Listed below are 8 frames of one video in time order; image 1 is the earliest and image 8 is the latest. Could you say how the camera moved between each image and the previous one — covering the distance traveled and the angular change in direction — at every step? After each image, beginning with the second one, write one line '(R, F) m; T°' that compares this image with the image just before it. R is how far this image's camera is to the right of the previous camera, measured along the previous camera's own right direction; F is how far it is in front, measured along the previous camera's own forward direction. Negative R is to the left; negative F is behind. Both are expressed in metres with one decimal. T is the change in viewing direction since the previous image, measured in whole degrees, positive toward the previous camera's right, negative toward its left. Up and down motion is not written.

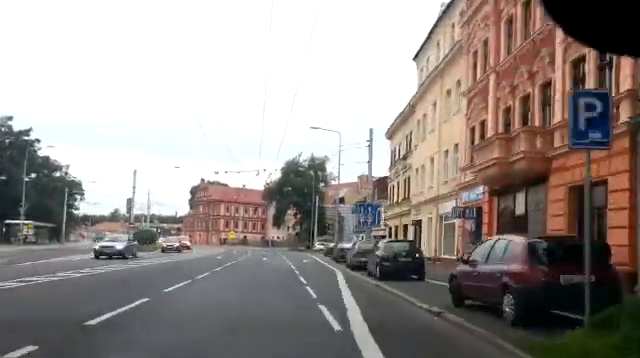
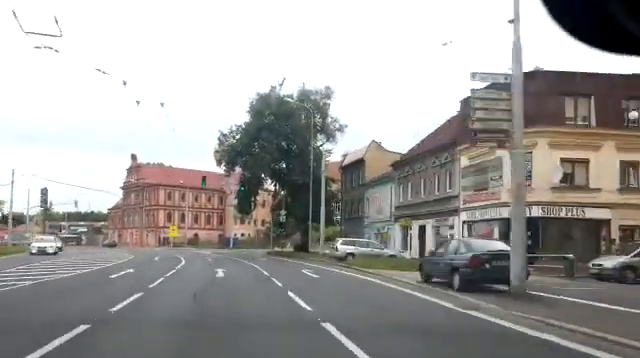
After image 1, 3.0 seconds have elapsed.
(+0.6, +38.5) m; 0°
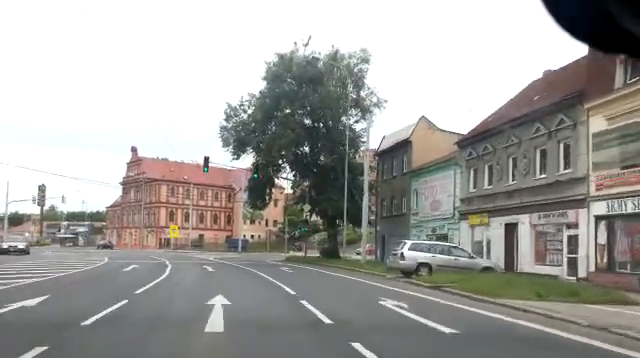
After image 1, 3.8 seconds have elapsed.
(-0.4, +10.7) m; -2°
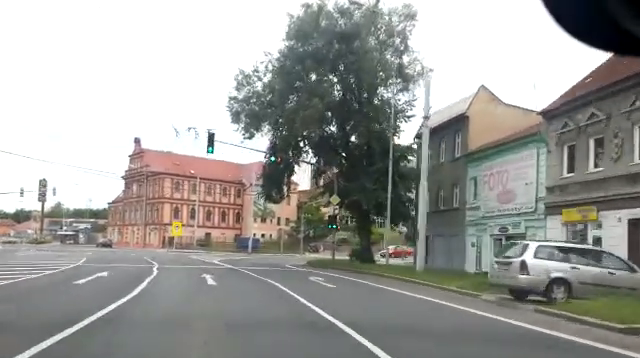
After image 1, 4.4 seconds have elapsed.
(-0.1, +7.6) m; -1°
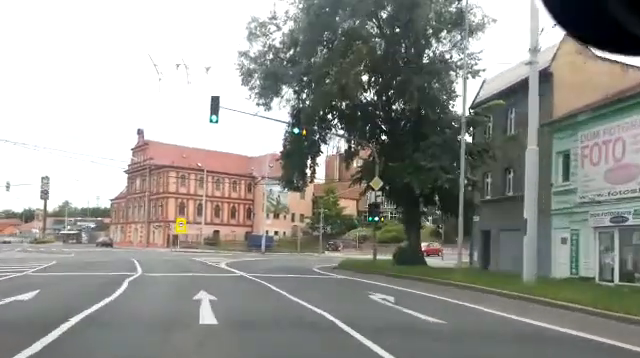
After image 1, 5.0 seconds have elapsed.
(0.0, +7.2) m; -1°
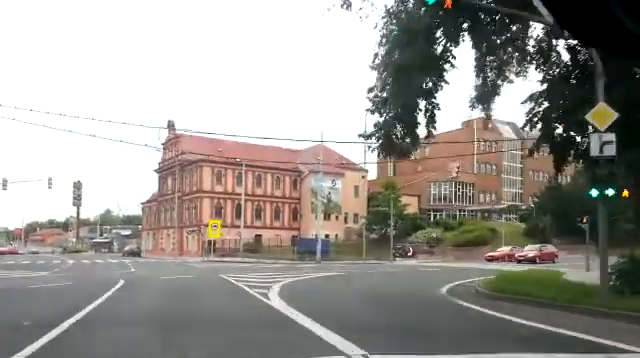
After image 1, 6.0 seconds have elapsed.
(-0.1, +12.6) m; -6°
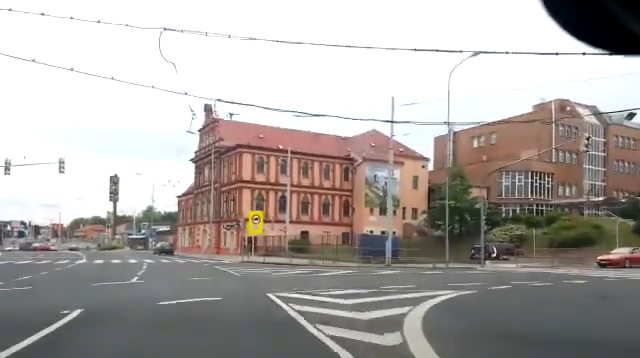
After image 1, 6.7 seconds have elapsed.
(-0.8, +9.2) m; -6°
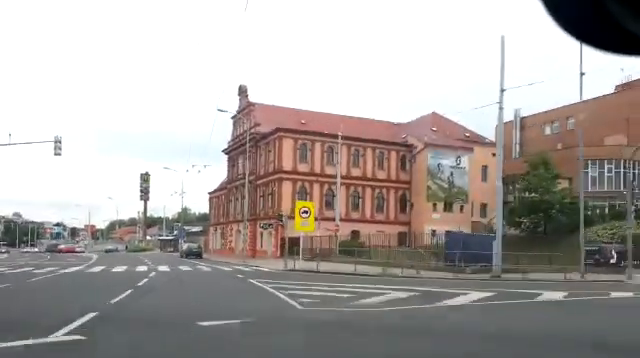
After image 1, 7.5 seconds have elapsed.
(-0.5, +9.2) m; -3°
